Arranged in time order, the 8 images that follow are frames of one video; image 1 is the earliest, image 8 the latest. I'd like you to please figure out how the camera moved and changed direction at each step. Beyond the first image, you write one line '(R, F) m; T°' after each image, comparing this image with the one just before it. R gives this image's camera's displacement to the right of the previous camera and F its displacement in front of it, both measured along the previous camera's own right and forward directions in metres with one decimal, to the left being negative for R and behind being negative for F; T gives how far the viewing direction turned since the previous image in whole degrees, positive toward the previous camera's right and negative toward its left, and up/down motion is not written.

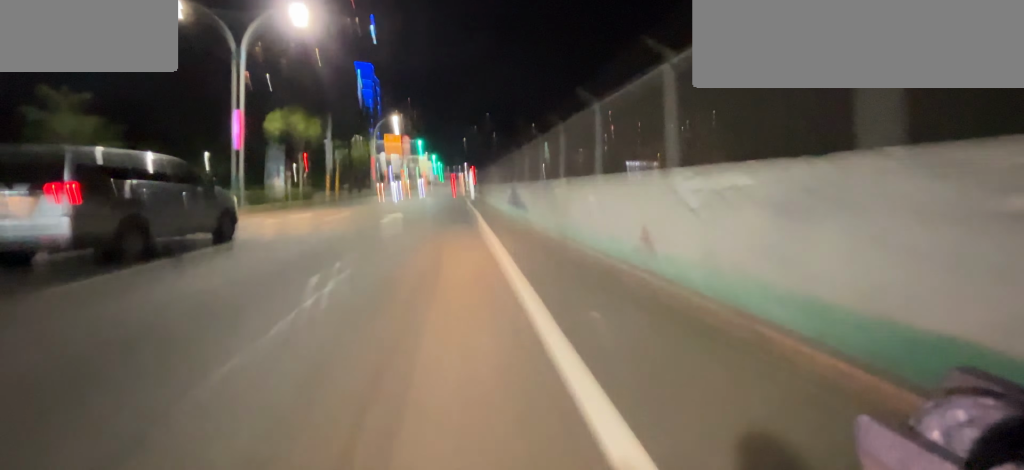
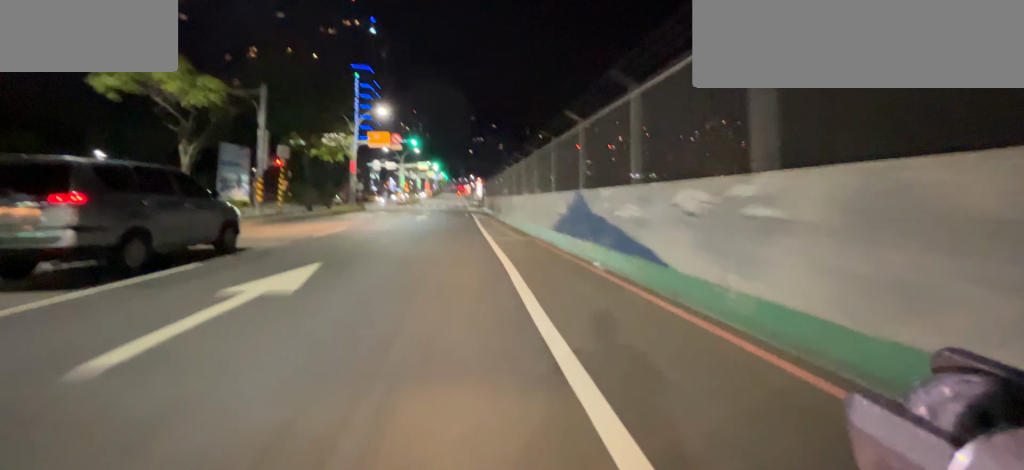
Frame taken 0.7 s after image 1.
(-0.1, +11.2) m; -1°
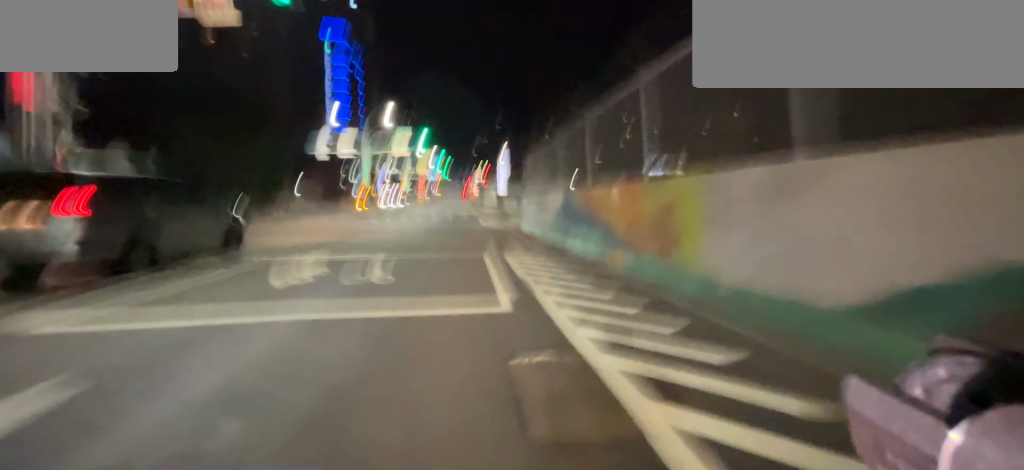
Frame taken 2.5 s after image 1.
(-0.2, +28.0) m; -1°
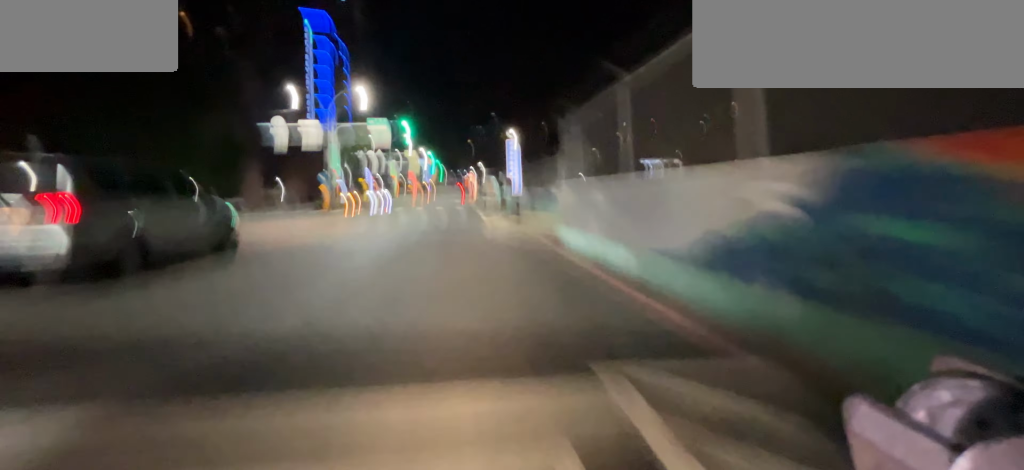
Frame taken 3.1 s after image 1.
(0.0, +8.4) m; 0°
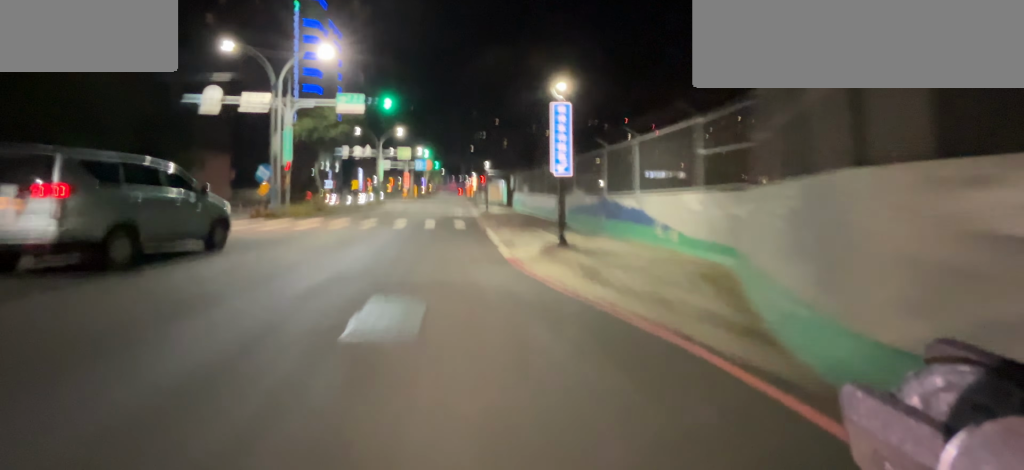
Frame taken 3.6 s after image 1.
(0.0, +9.0) m; 0°
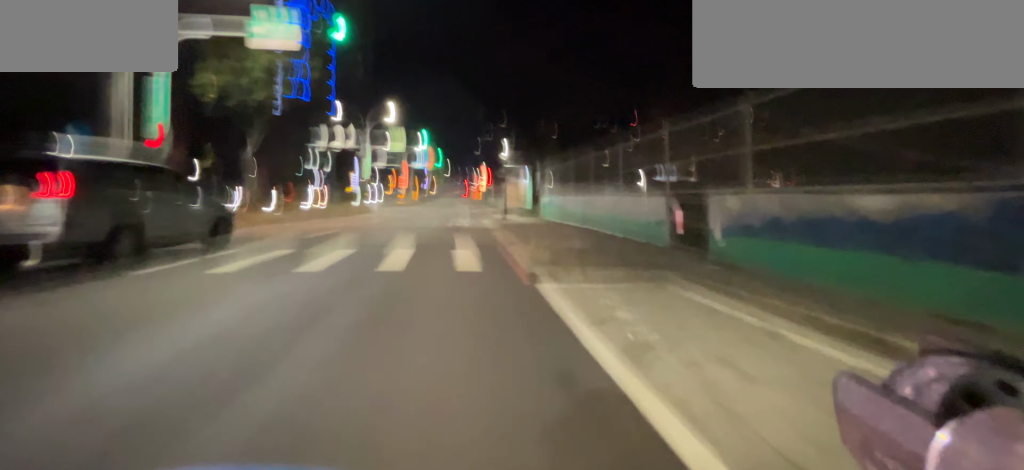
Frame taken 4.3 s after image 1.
(0.0, +10.6) m; 0°
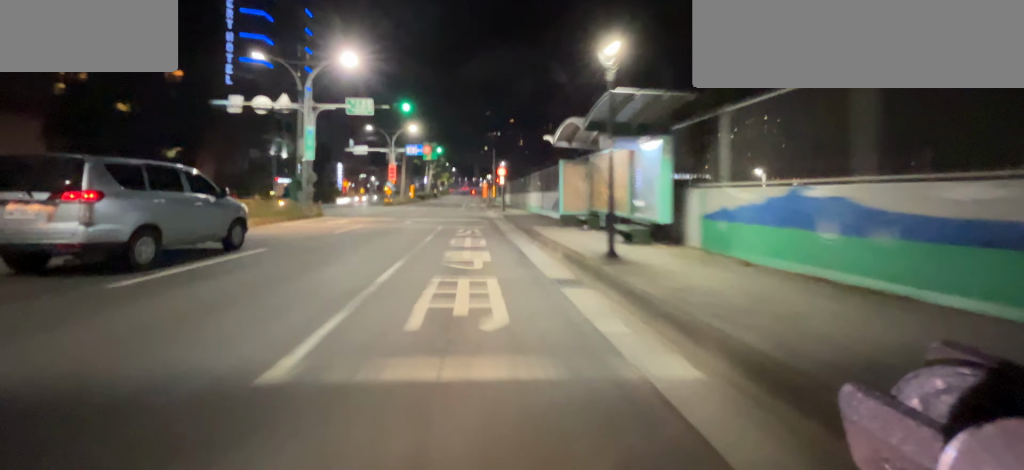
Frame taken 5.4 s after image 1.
(0.0, +17.0) m; 0°
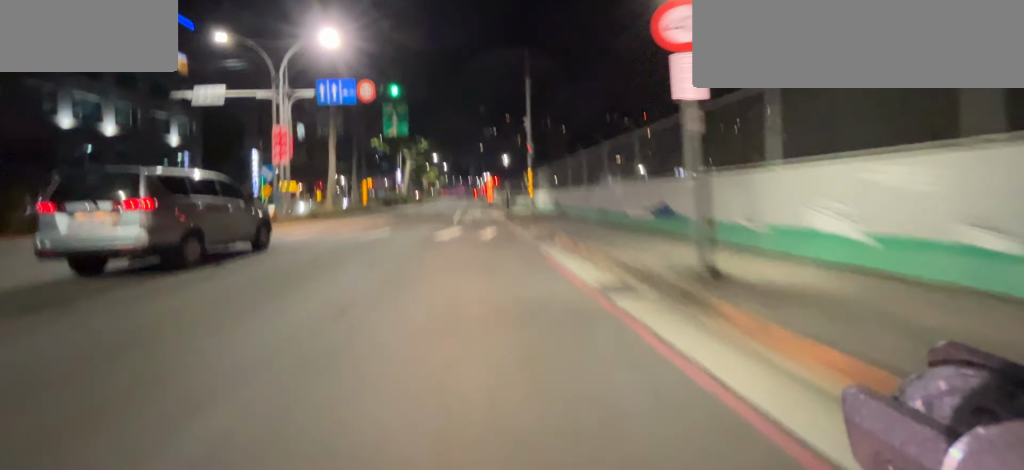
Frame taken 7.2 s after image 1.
(-0.1, +29.0) m; 0°
